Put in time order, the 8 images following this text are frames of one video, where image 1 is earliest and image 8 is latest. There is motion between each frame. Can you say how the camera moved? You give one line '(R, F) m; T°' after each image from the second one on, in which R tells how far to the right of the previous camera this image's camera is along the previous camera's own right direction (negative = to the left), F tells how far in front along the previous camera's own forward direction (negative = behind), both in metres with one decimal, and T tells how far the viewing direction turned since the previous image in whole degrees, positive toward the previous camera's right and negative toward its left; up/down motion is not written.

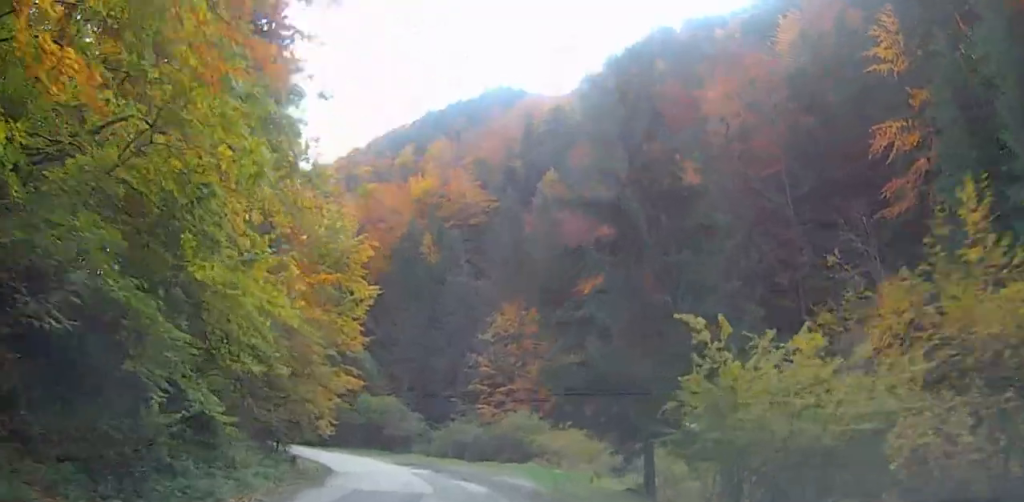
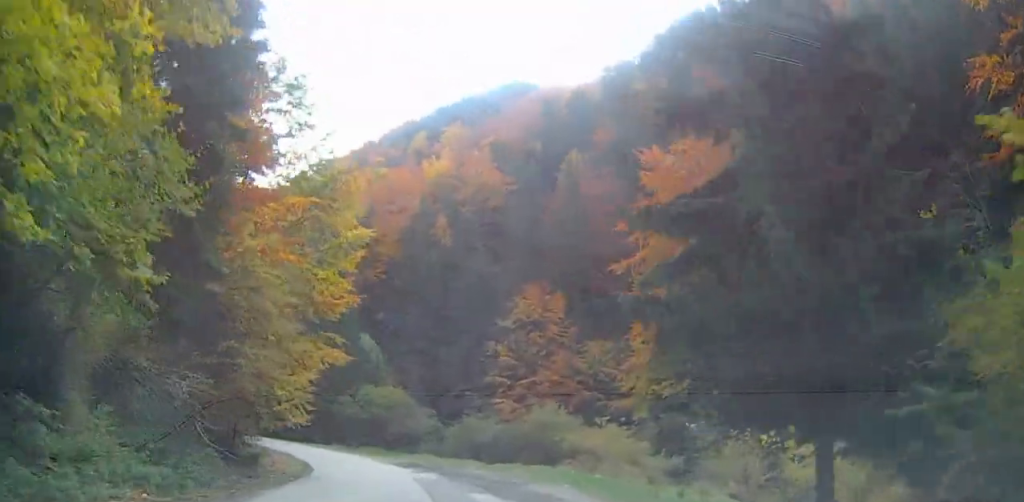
(-0.3, +9.5) m; +1°
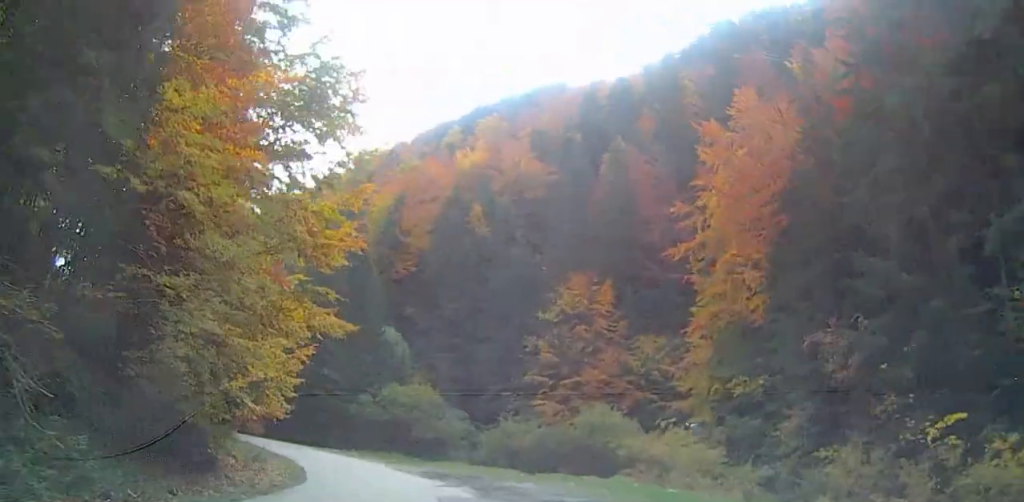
(+0.6, +8.3) m; +4°
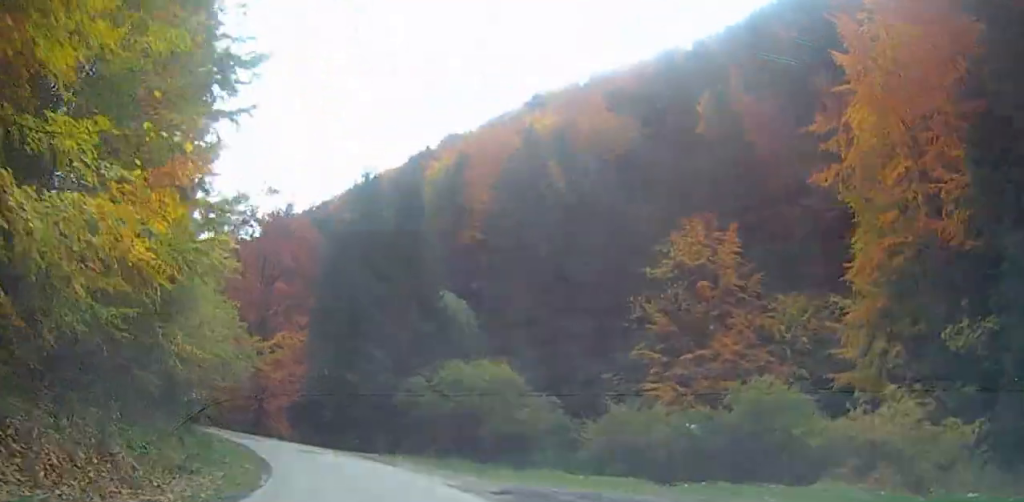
(+0.7, +17.2) m; -3°
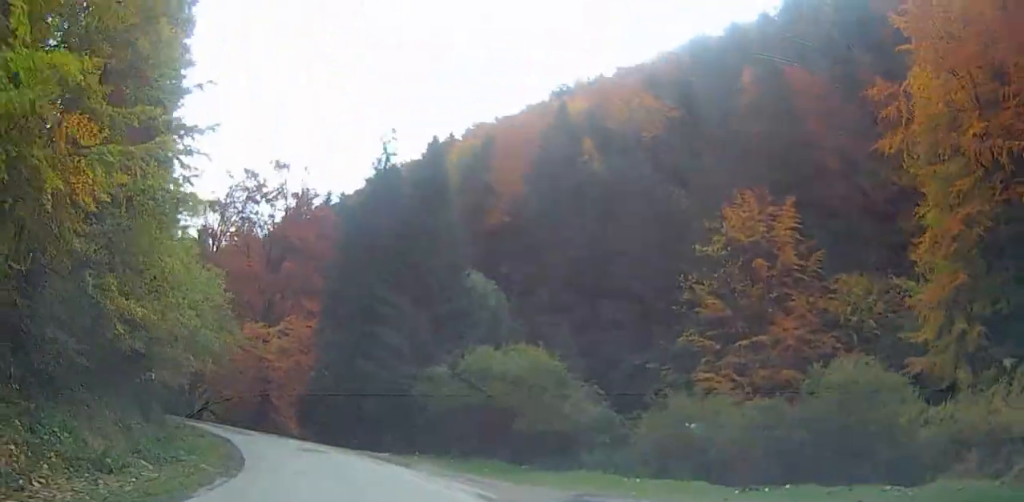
(-0.3, +5.9) m; -4°
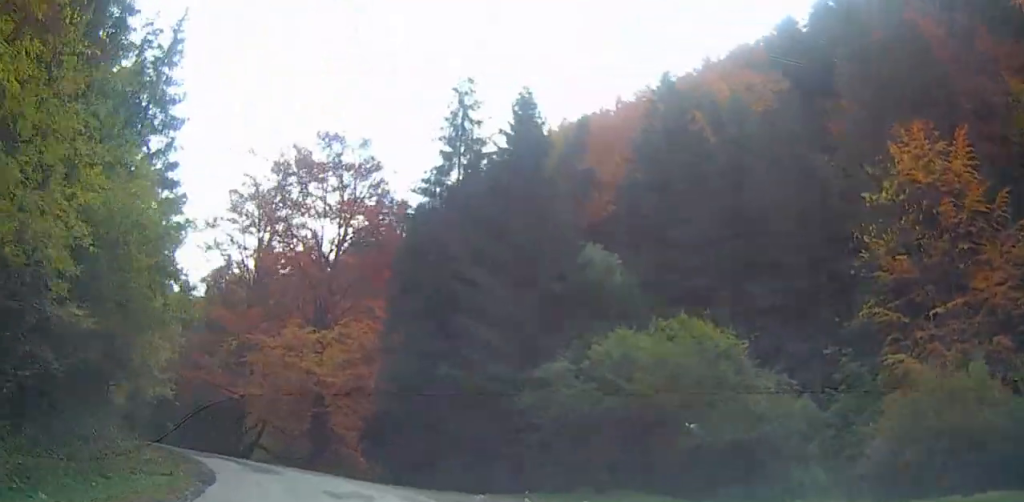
(-1.2, +12.6) m; -10°
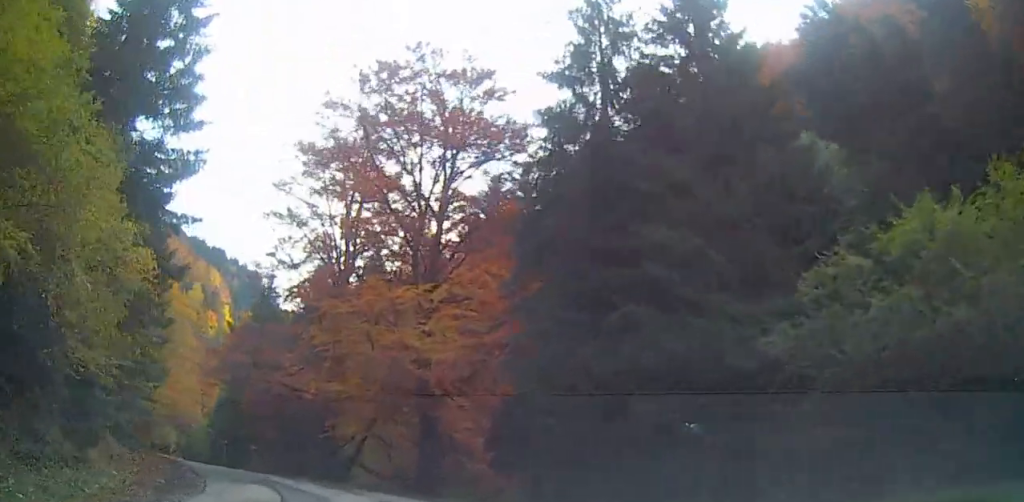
(-1.1, +12.8) m; -5°
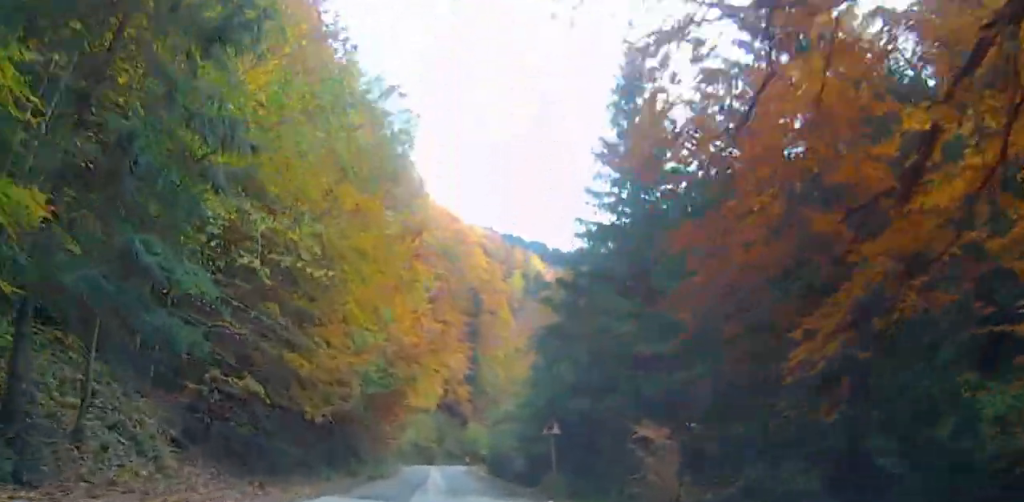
(-8.7, +38.9) m; -22°
